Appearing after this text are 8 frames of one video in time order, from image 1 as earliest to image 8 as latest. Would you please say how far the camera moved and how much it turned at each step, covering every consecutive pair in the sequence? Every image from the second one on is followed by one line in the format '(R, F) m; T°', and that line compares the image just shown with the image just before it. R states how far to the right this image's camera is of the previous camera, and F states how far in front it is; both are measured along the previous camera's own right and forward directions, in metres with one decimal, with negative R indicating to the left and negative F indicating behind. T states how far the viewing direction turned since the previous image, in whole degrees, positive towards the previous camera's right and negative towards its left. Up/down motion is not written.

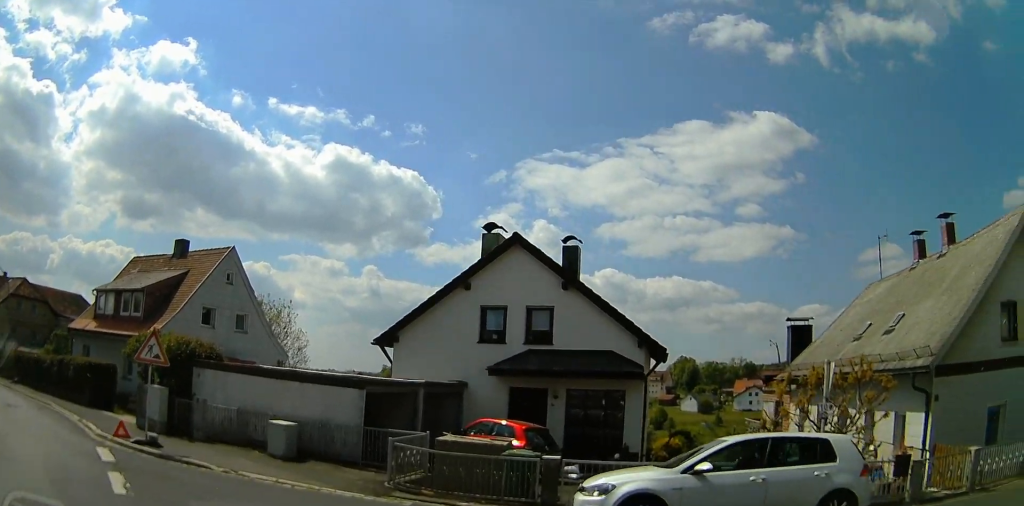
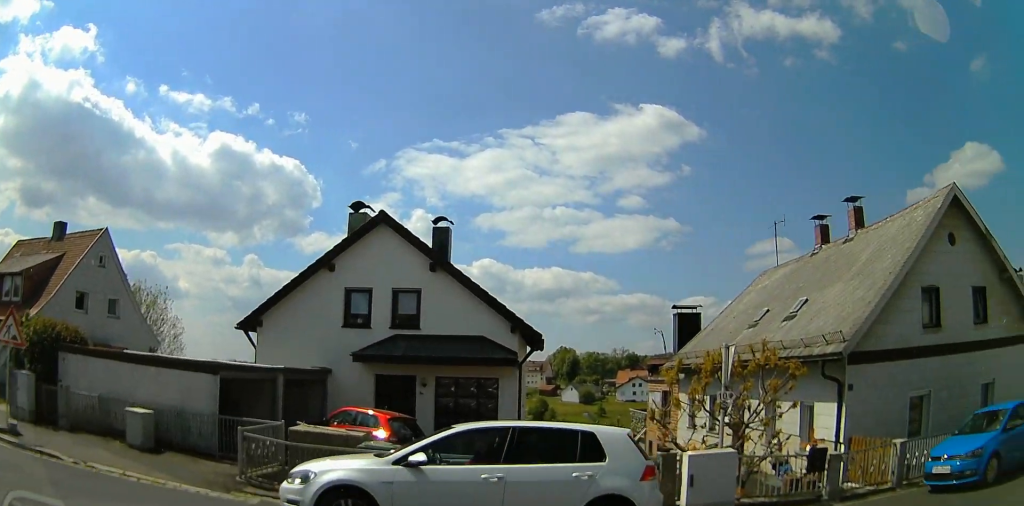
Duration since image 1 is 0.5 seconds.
(+0.2, +1.6) m; +8°
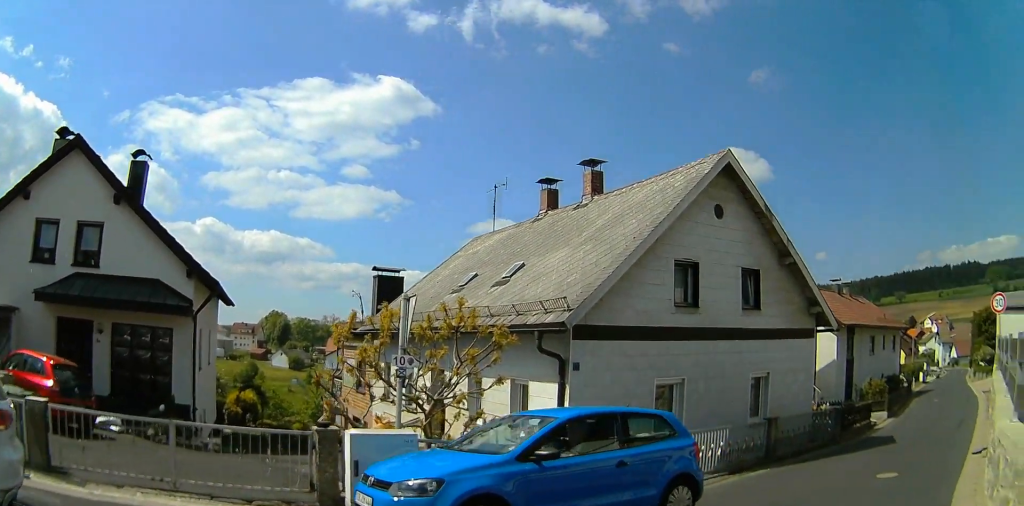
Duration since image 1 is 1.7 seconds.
(+0.4, +2.8) m; +25°
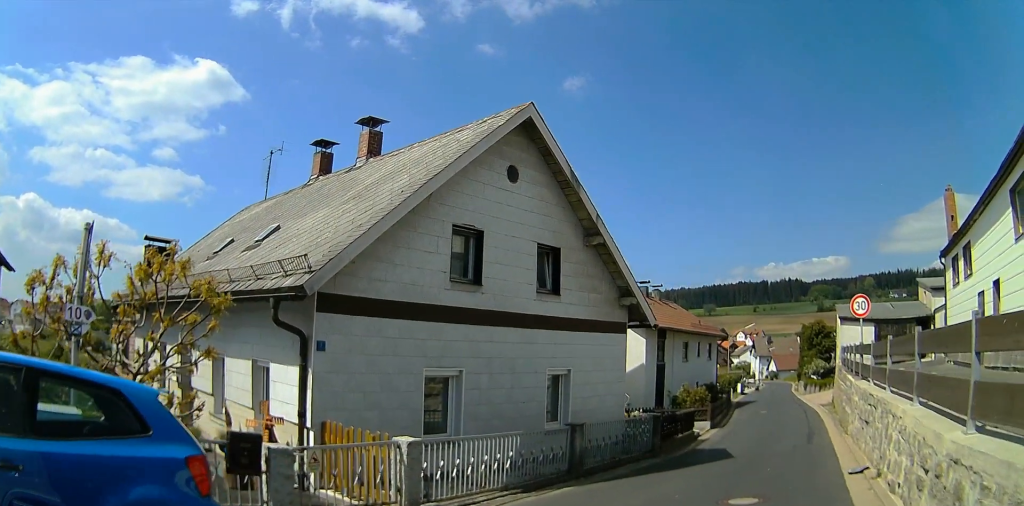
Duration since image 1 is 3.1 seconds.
(+0.7, +2.4) m; +31°
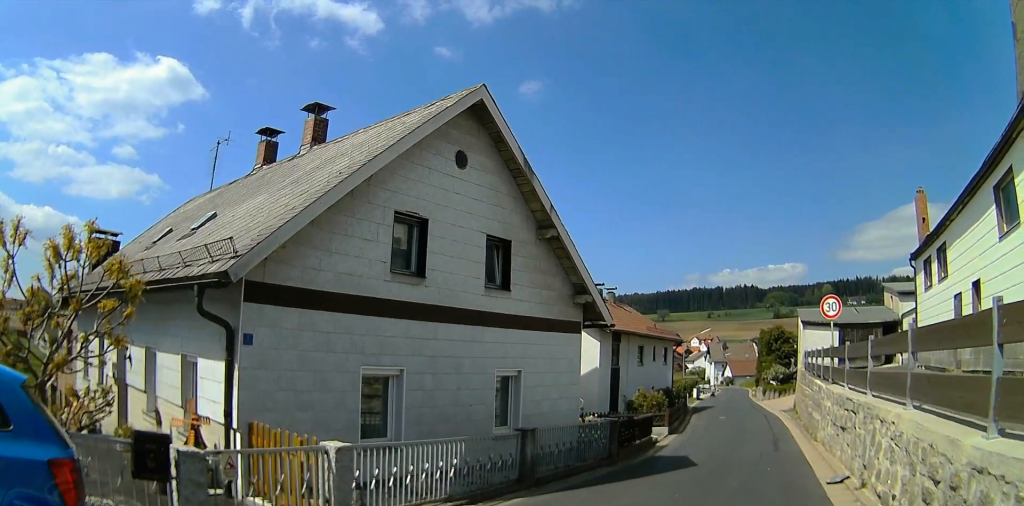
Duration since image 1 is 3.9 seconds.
(+0.1, +1.3) m; +8°
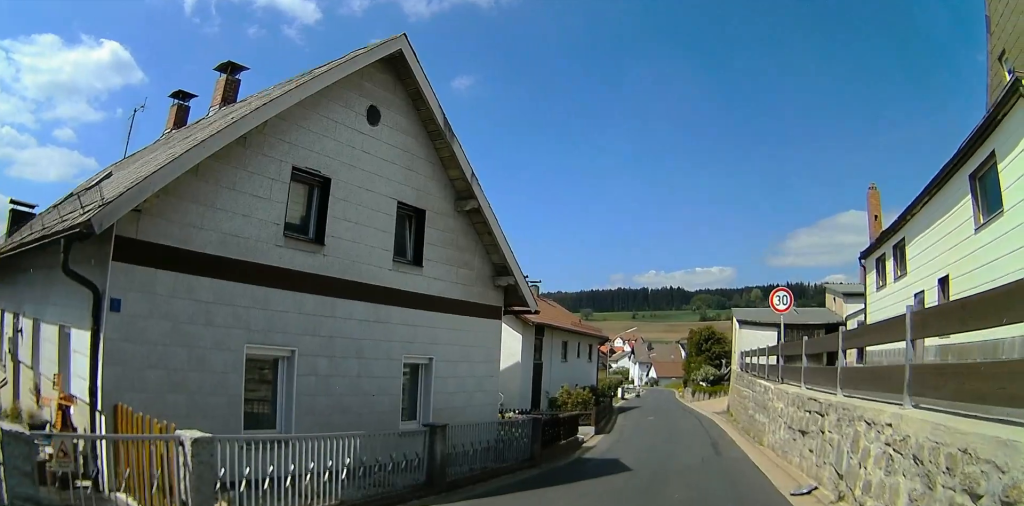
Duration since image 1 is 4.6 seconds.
(+0.1, +1.7) m; +11°
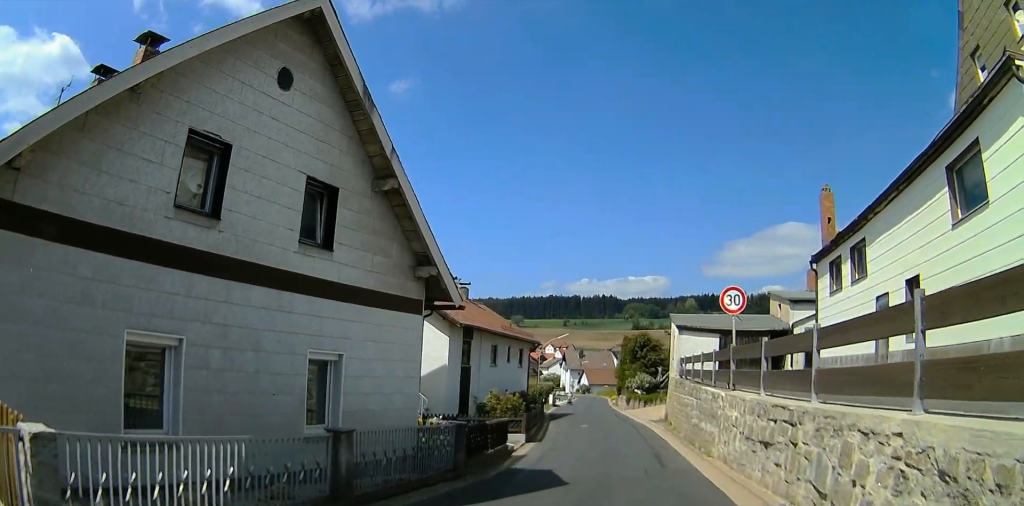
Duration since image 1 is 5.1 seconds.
(-0.1, +1.1) m; +7°
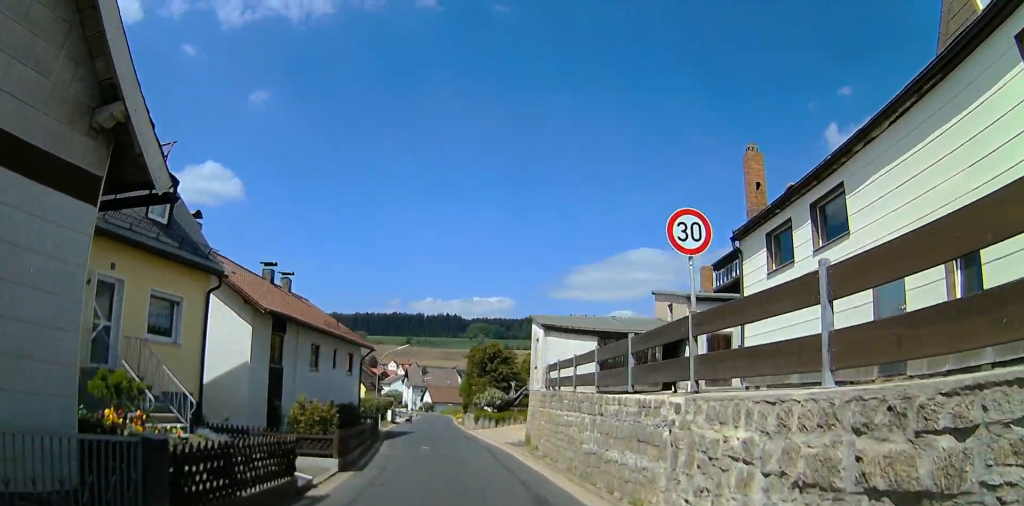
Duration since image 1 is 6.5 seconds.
(+0.8, +5.3) m; +8°
